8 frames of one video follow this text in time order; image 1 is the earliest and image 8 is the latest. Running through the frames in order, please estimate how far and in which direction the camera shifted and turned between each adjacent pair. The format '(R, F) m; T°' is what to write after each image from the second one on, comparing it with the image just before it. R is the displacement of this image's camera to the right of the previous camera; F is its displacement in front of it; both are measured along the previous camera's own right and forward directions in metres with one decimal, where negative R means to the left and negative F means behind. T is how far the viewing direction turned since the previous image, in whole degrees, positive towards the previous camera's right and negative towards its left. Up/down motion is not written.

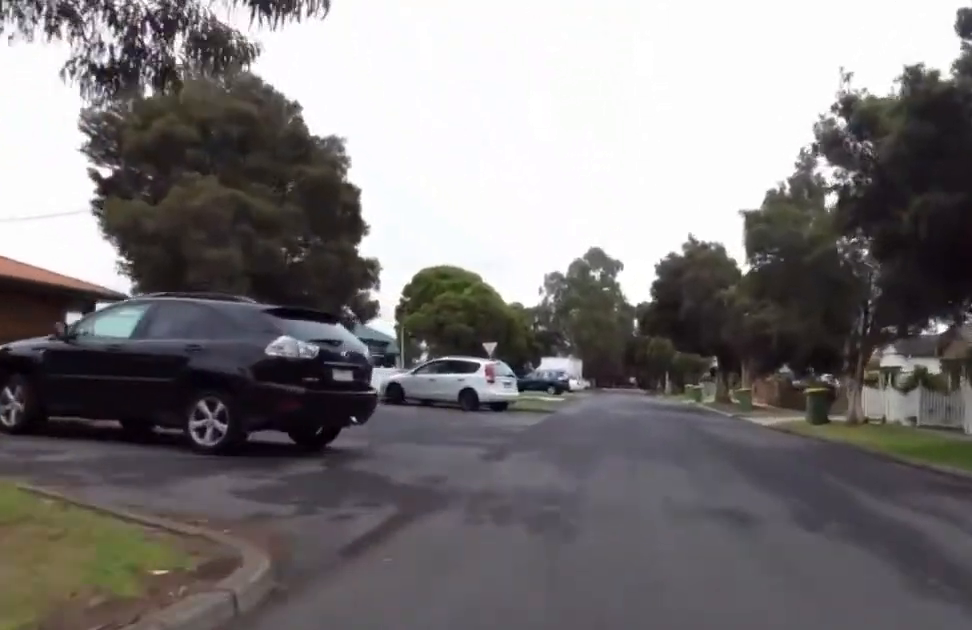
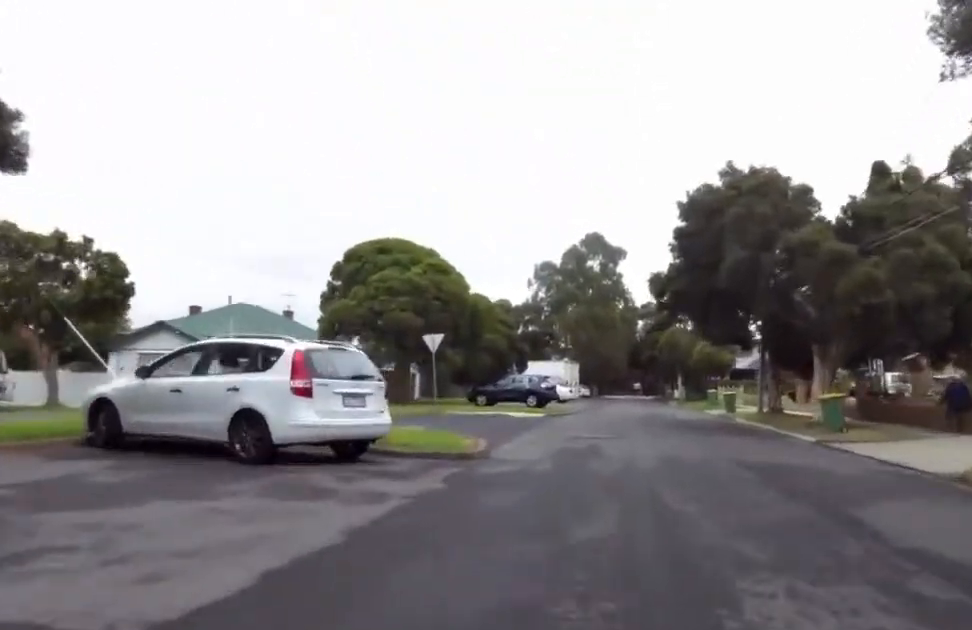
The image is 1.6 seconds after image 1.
(+1.4, +13.5) m; +4°
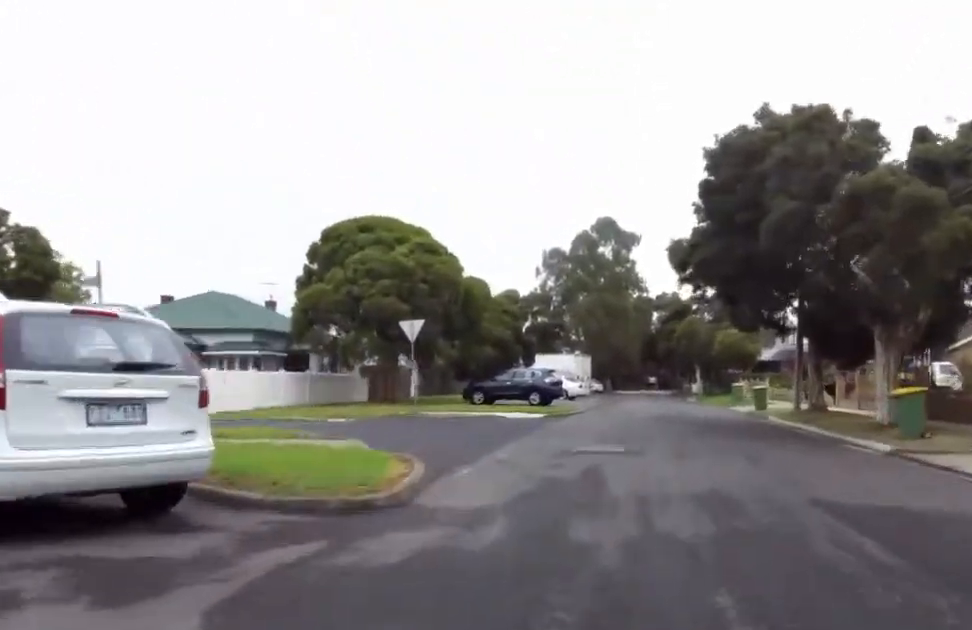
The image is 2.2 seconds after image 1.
(-0.5, +4.7) m; +1°
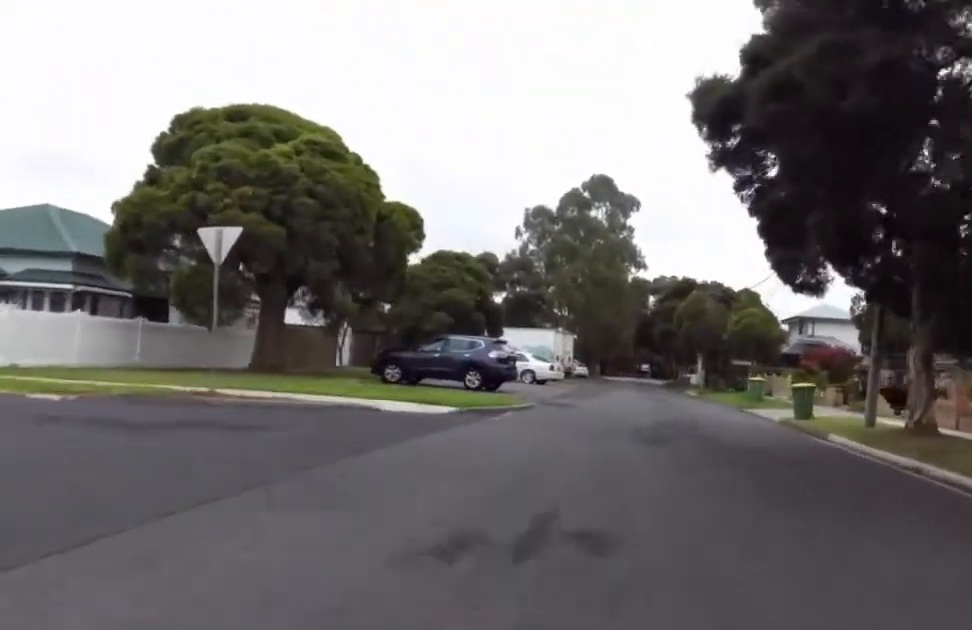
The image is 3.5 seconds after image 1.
(+0.6, +10.5) m; +1°
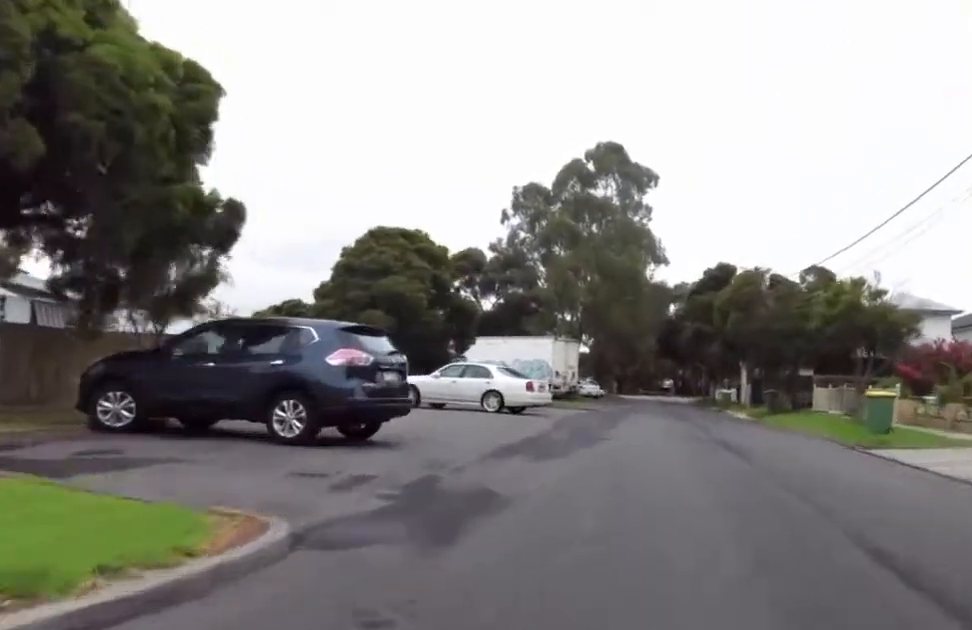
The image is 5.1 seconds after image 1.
(-1.5, +13.0) m; -4°
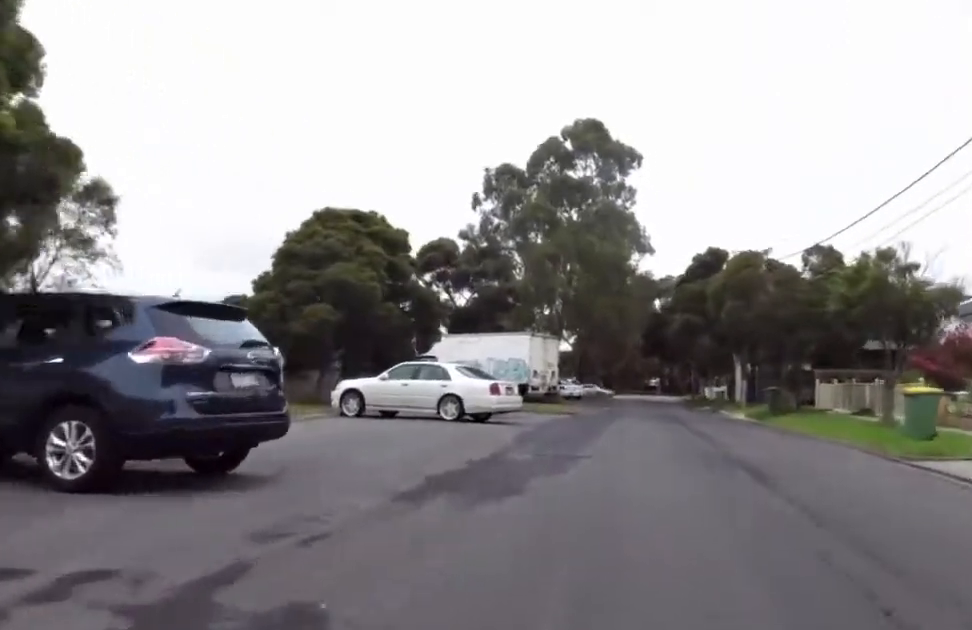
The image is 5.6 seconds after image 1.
(-0.1, +3.4) m; +3°
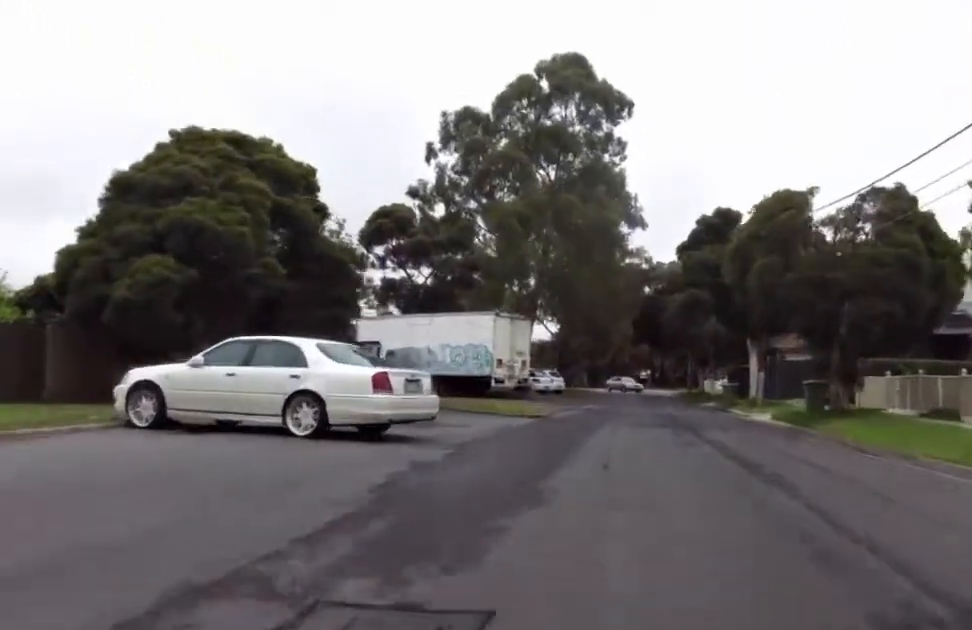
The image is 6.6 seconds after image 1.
(+0.8, +8.0) m; +1°
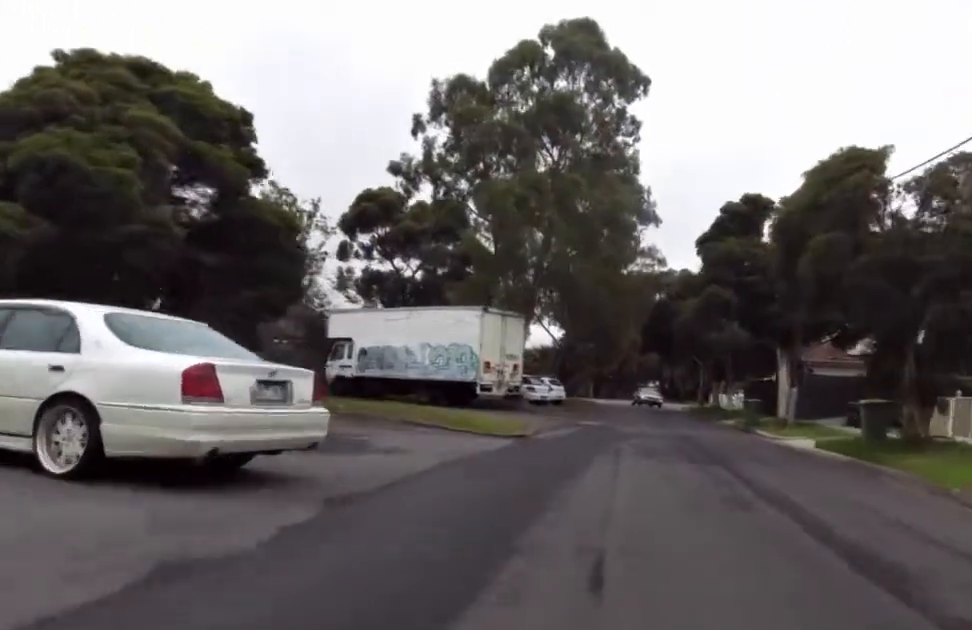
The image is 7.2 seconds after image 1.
(-0.3, +4.7) m; 0°
